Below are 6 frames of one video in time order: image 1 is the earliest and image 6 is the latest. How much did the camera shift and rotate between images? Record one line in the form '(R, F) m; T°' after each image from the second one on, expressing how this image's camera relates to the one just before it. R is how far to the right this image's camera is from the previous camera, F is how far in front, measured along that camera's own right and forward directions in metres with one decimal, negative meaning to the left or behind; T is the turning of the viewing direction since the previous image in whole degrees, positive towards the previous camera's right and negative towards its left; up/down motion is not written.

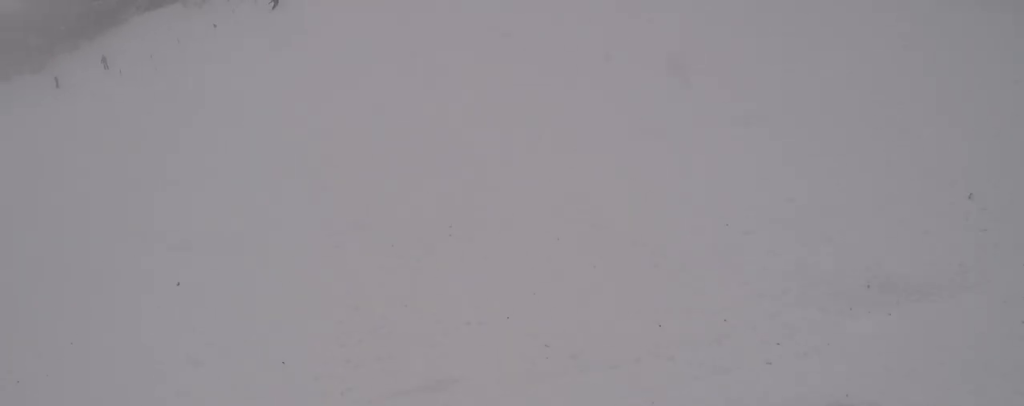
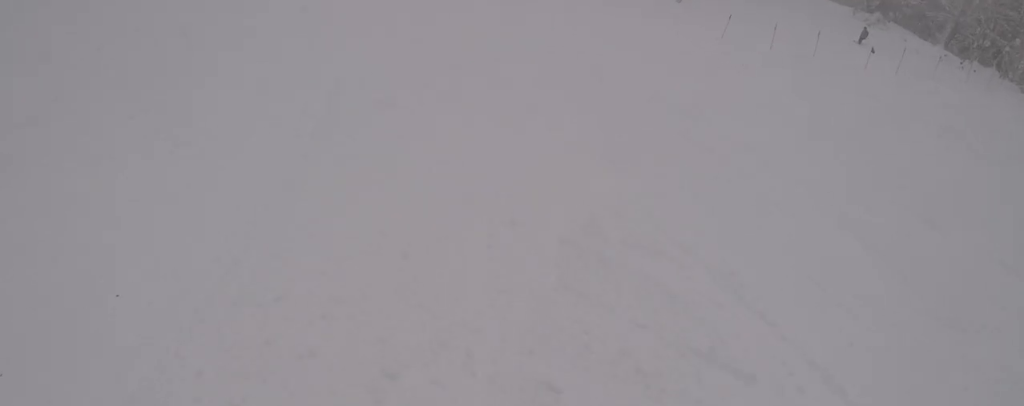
(-5.0, +11.0) m; -56°
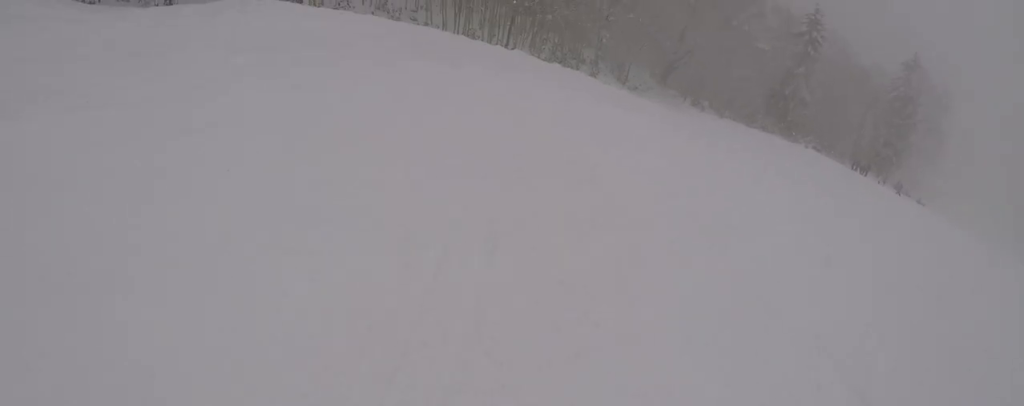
(-4.1, +9.0) m; -43°
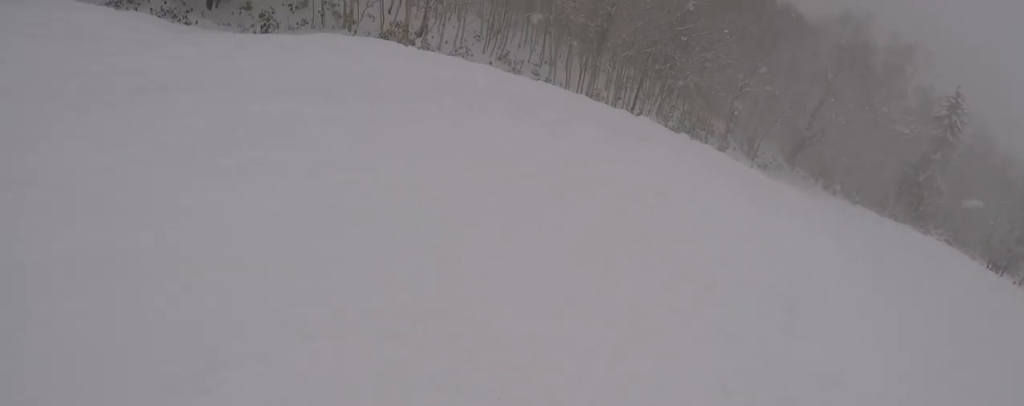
(-0.2, +2.9) m; -7°
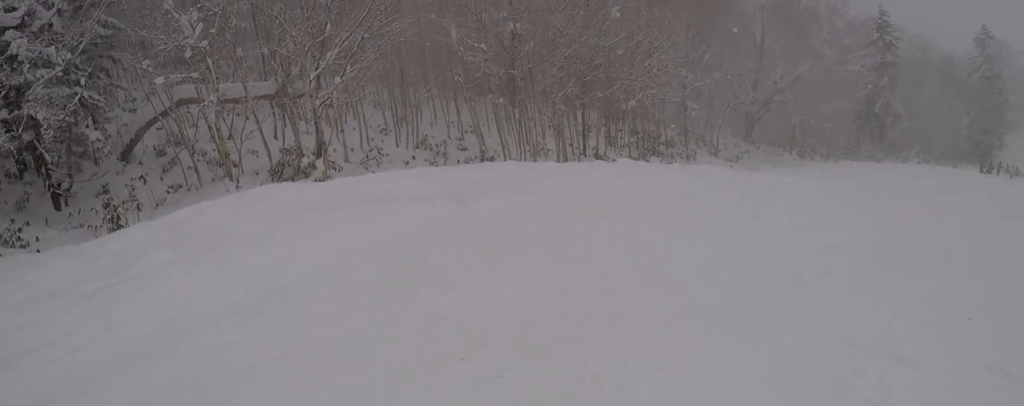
(-1.1, +6.9) m; +7°
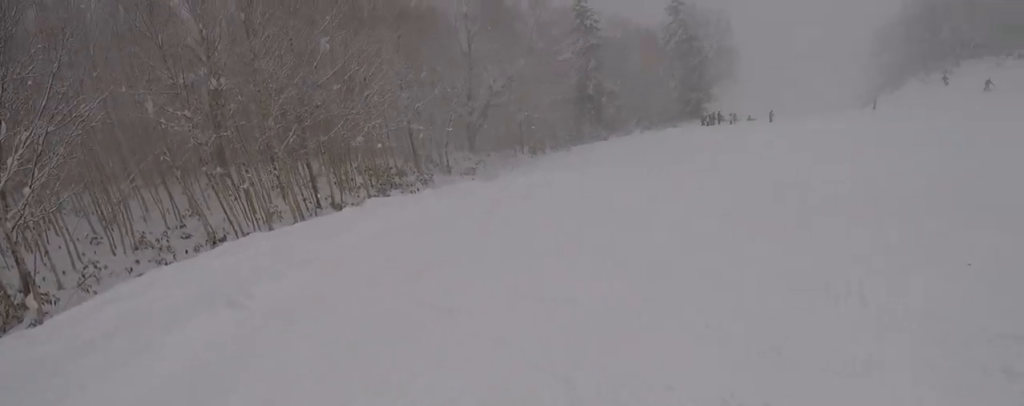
(+0.1, +2.3) m; +17°
